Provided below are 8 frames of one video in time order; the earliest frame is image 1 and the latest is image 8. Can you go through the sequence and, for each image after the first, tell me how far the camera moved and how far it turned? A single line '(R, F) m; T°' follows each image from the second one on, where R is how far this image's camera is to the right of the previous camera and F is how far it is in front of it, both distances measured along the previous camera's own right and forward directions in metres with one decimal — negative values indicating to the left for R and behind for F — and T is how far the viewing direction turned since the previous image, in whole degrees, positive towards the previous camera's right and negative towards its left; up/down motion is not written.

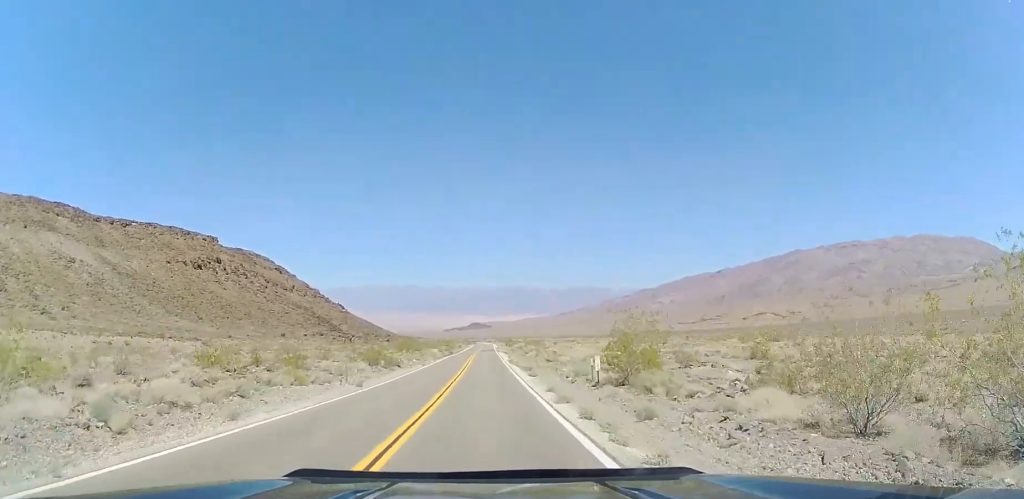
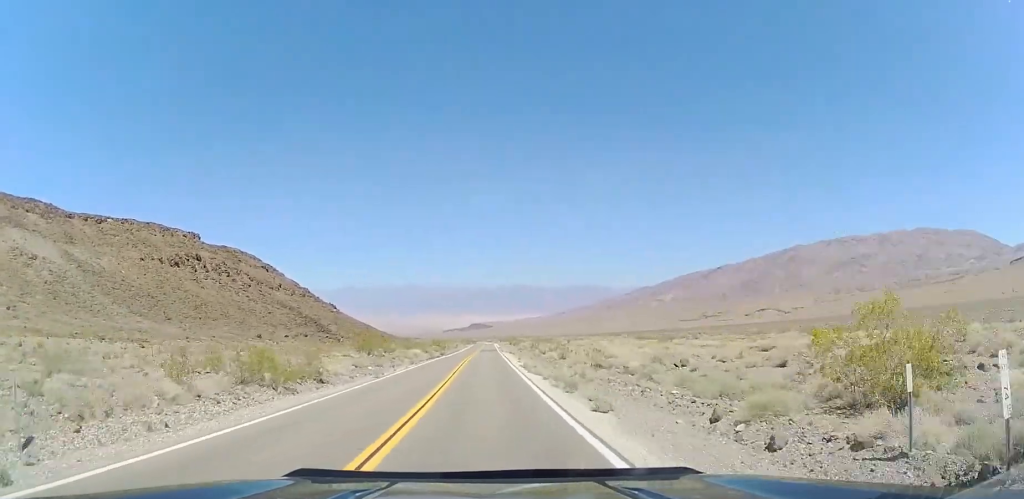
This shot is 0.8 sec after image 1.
(-0.2, +19.6) m; 0°
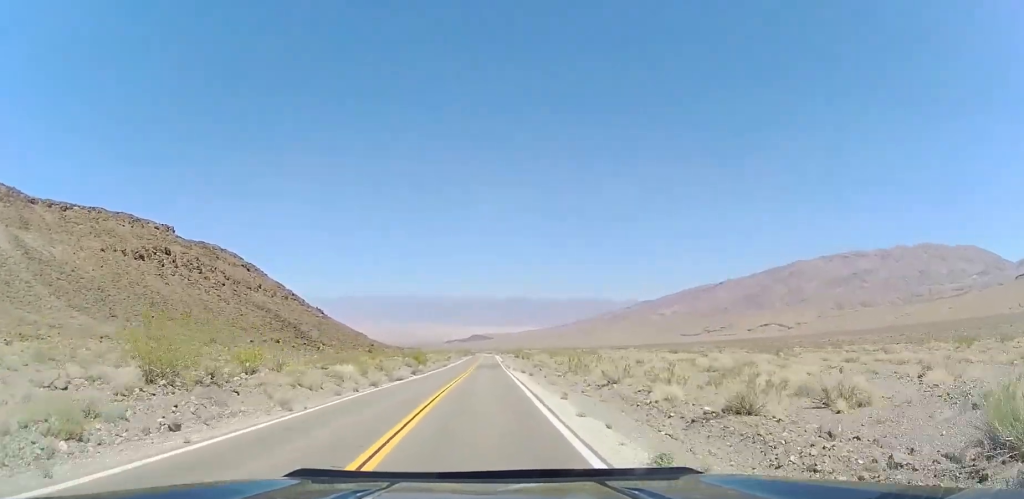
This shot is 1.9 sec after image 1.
(+0.3, +27.1) m; +1°
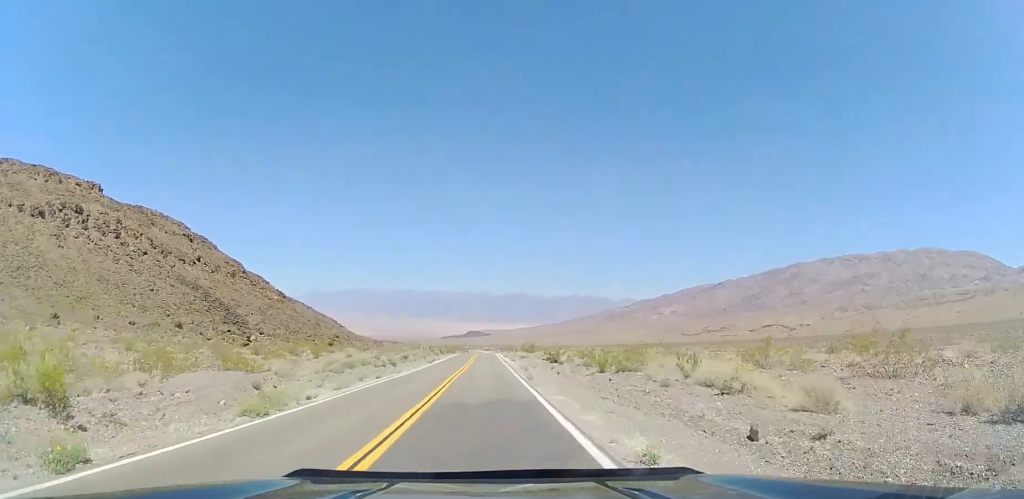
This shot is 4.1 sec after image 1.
(-0.3, +56.2) m; 0°
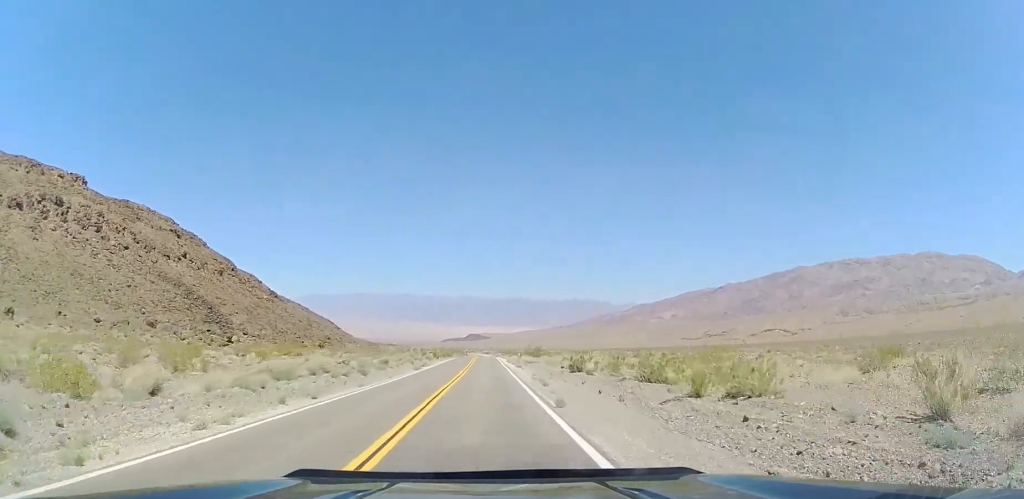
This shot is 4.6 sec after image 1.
(-0.1, +11.0) m; 0°
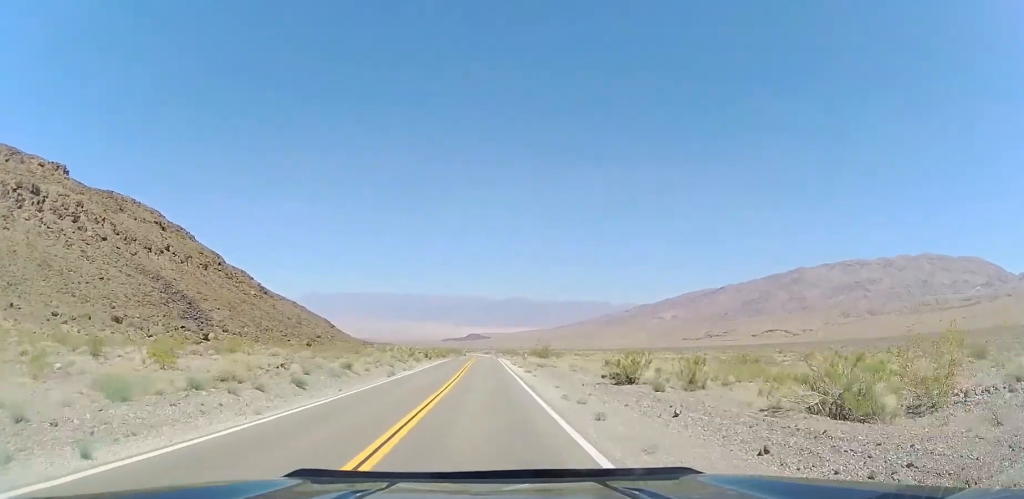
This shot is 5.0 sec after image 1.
(+0.1, +11.8) m; 0°
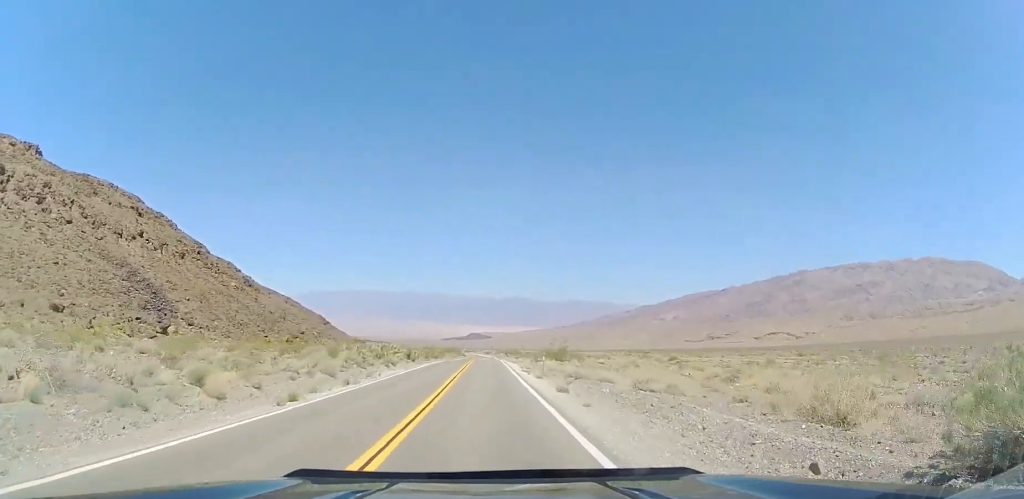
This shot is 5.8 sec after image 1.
(+0.1, +18.5) m; 0°
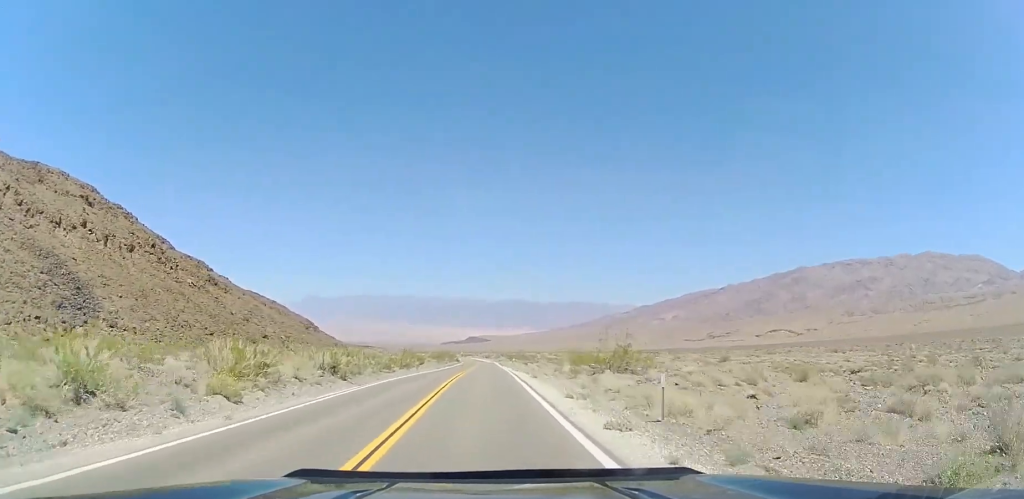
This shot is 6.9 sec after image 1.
(0.0, +28.3) m; 0°
